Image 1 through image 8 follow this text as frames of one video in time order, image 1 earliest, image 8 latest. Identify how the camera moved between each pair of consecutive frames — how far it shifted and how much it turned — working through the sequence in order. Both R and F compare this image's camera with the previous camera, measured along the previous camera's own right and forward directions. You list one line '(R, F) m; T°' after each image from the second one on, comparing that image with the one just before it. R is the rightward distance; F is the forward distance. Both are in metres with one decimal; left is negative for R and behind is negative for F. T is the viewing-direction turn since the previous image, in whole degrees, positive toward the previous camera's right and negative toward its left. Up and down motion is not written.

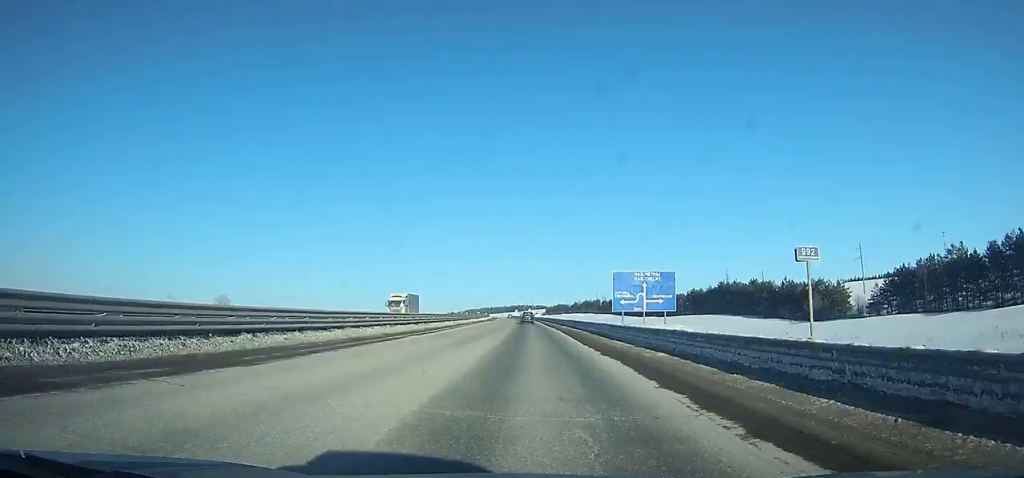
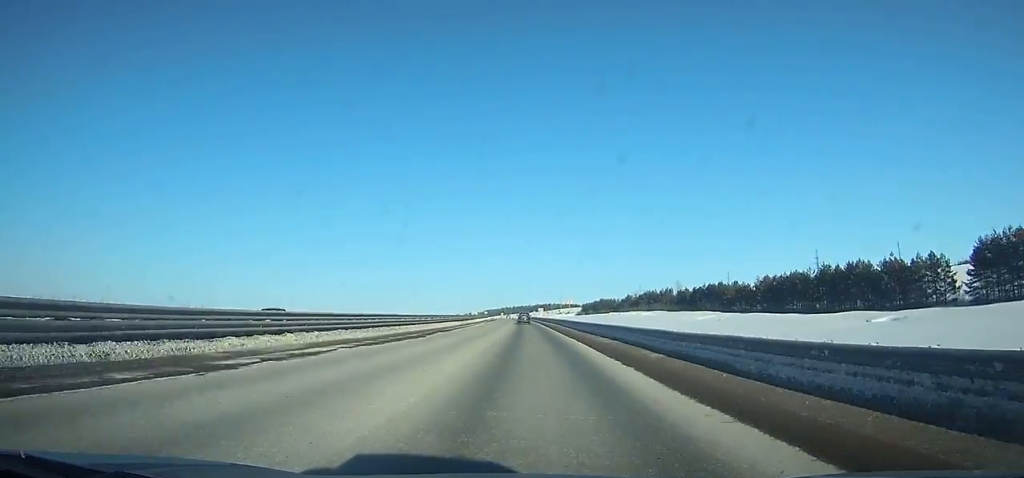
(-2.8, +138.6) m; -3°
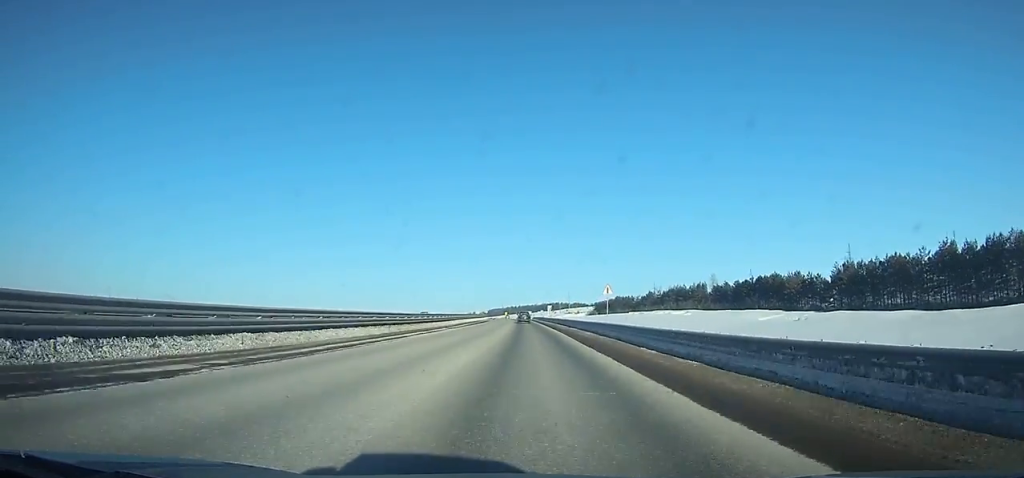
(-0.7, +37.9) m; -1°
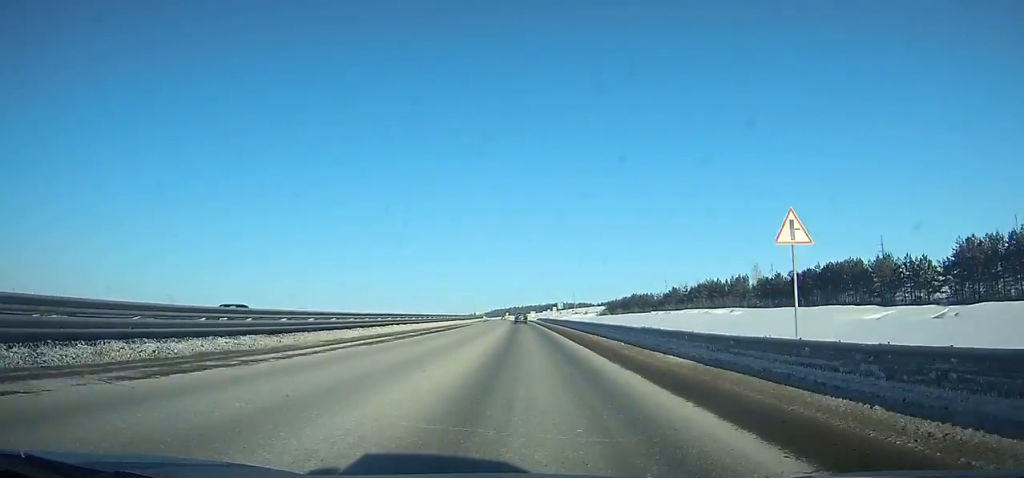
(-0.2, +35.4) m; -1°
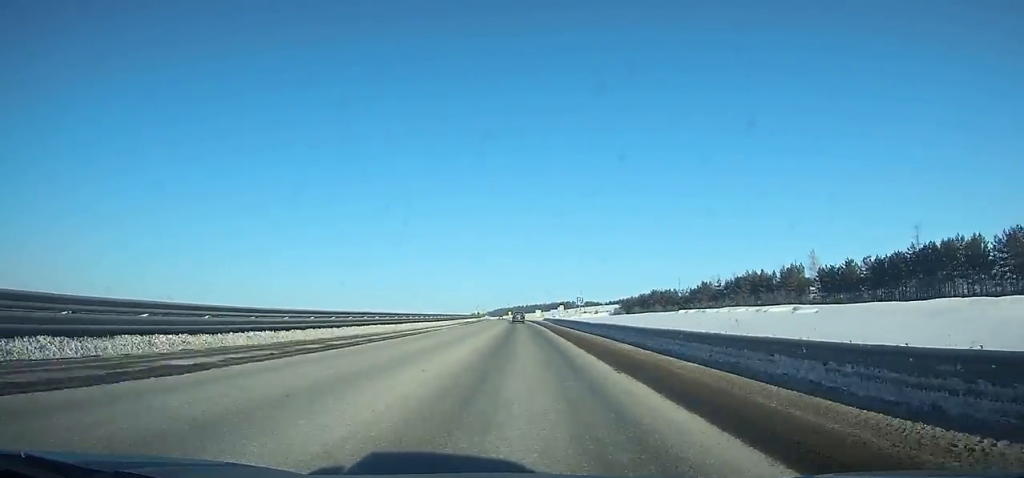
(-0.2, +32.8) m; -1°
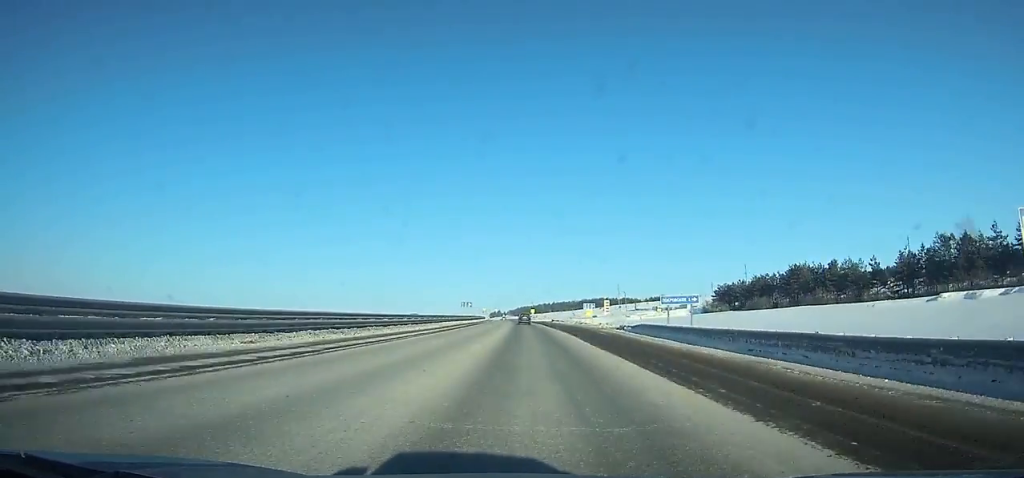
(-1.7, +103.2) m; -2°
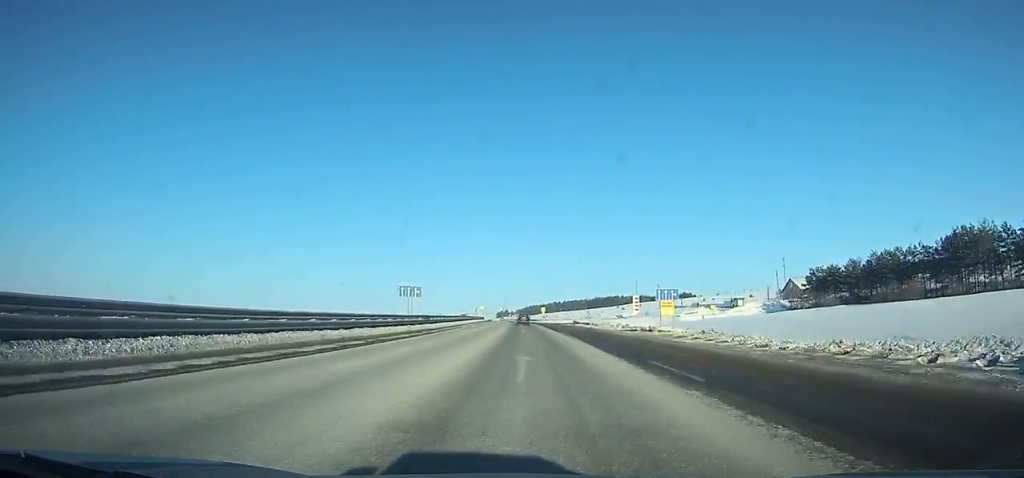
(-0.5, +50.2) m; -1°
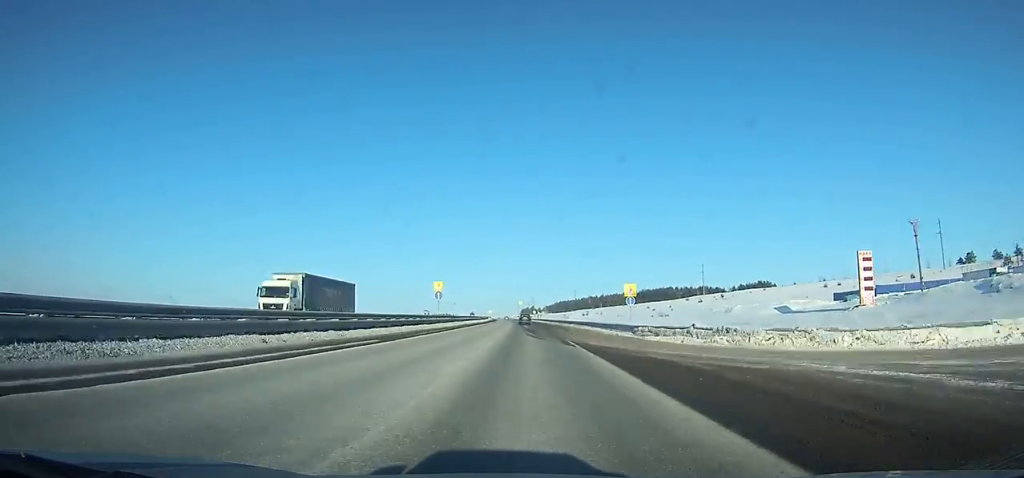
(-2.8, +125.9) m; -3°
